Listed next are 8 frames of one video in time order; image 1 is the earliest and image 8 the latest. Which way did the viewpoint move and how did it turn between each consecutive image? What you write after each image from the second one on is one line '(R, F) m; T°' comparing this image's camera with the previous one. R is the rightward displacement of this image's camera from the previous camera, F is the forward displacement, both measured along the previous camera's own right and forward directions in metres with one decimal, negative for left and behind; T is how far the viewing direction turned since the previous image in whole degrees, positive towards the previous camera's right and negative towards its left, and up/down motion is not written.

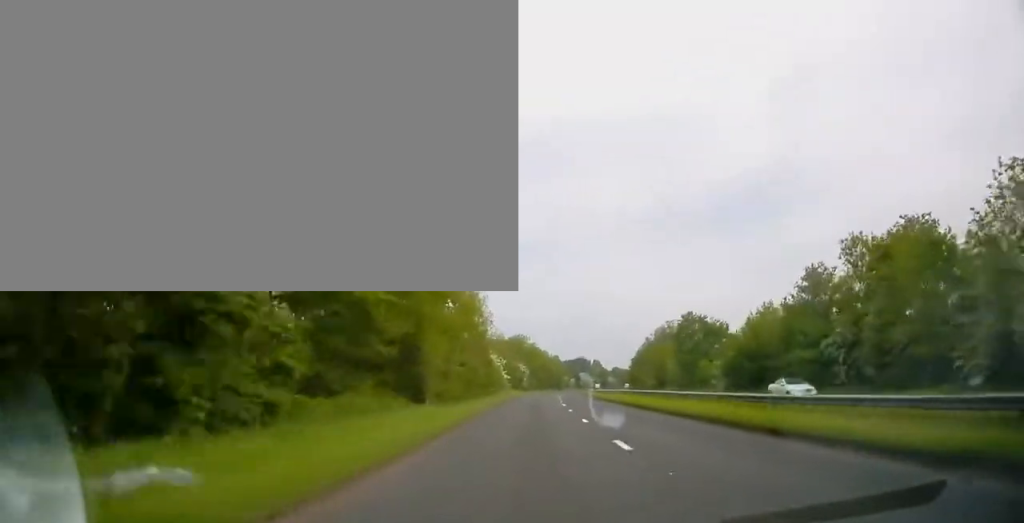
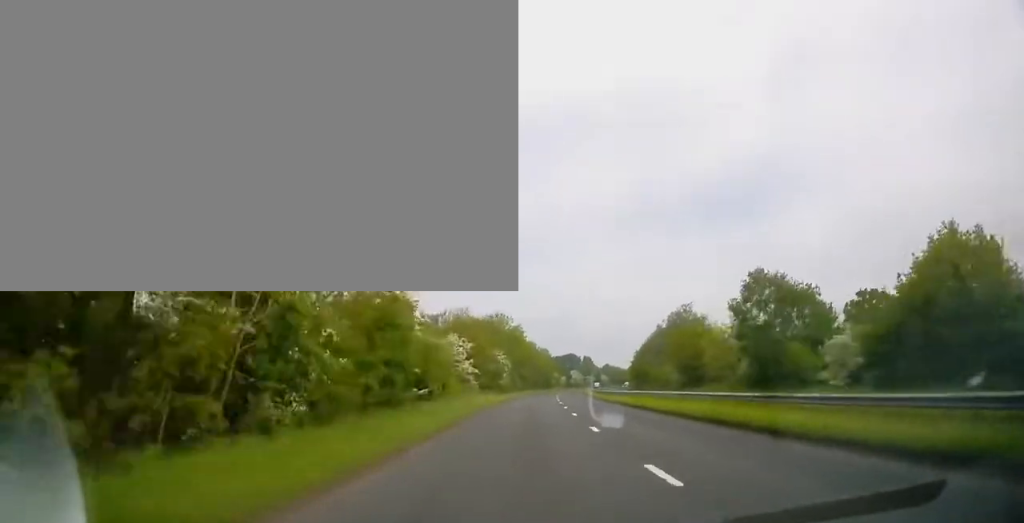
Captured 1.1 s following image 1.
(+0.5, +30.7) m; +2°
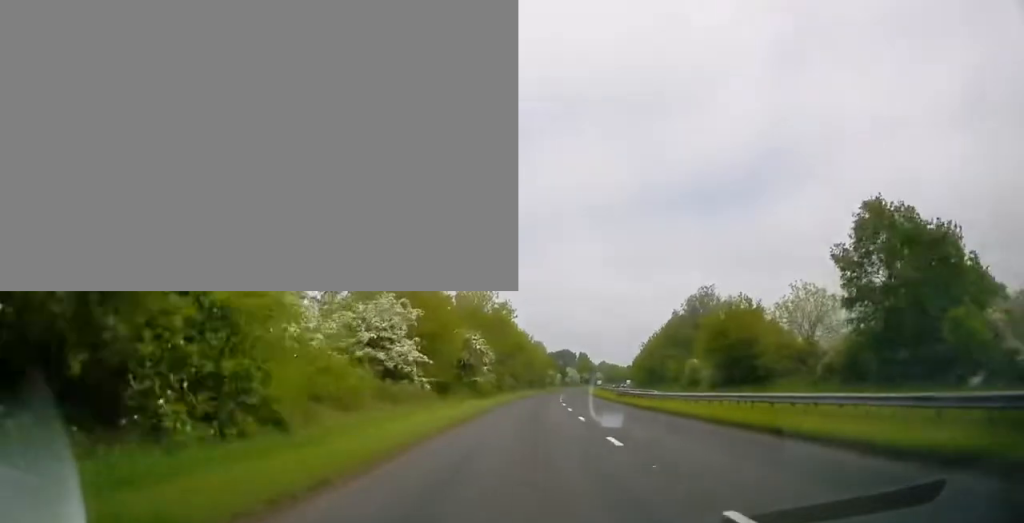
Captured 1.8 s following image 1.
(+0.3, +21.2) m; +1°
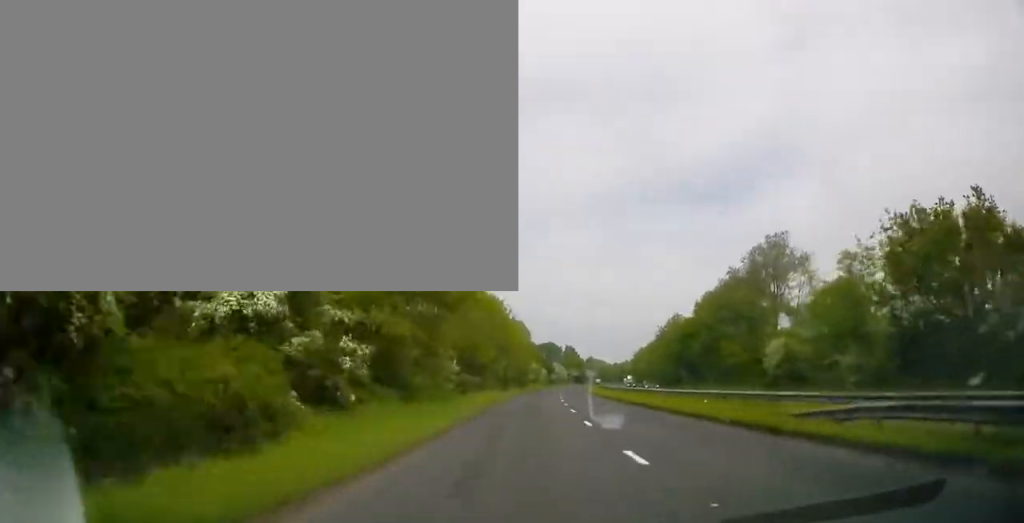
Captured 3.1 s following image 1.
(+0.7, +38.7) m; +2°
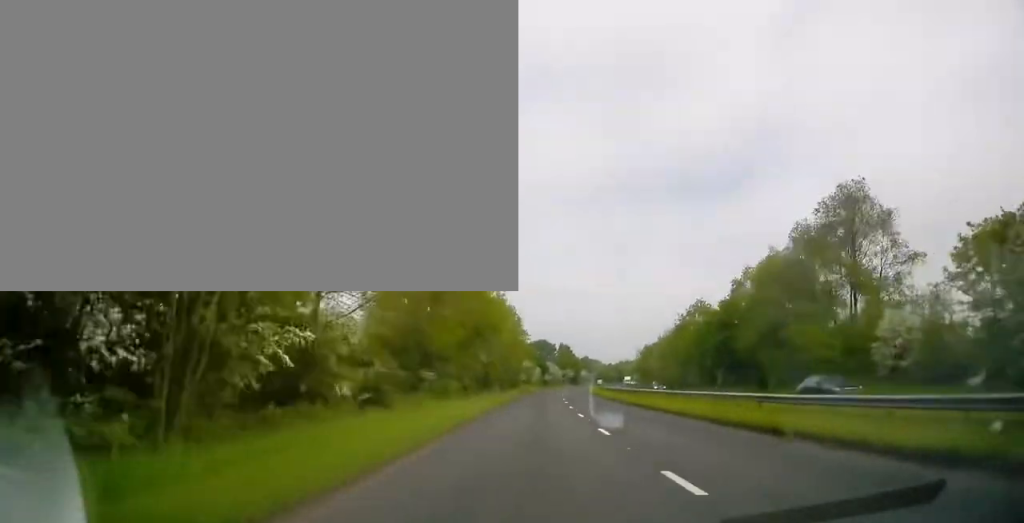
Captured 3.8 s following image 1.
(+0.2, +20.3) m; +1°
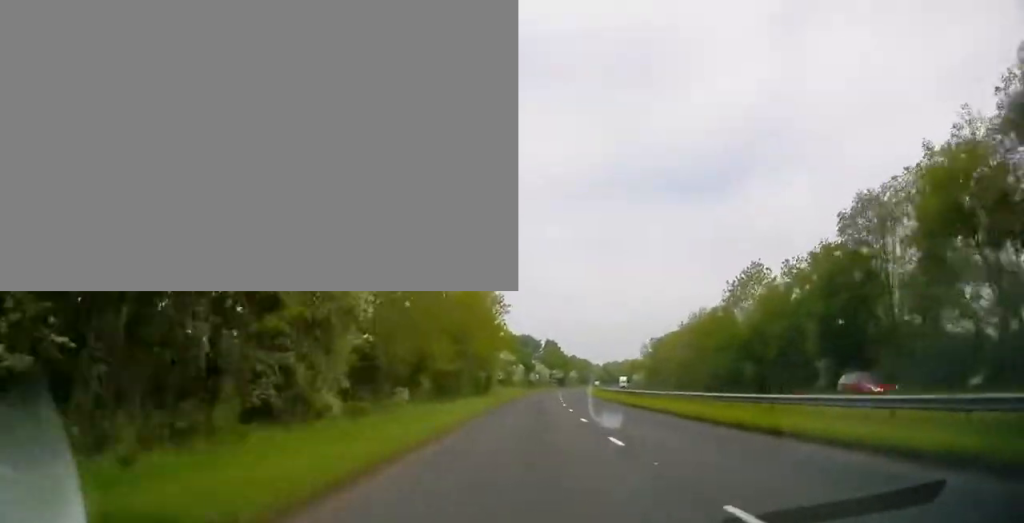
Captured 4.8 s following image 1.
(+0.1, +28.1) m; +1°
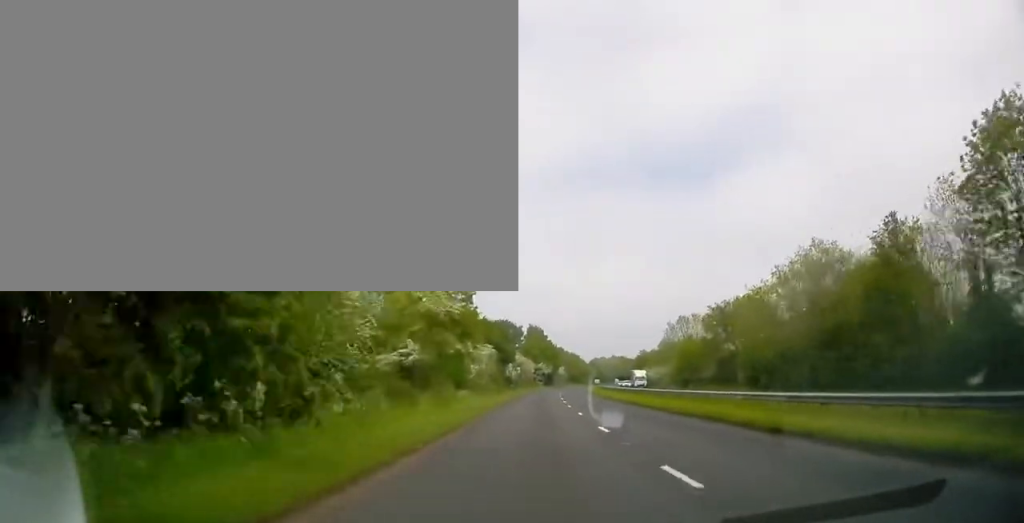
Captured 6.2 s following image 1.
(+0.9, +41.7) m; +6°
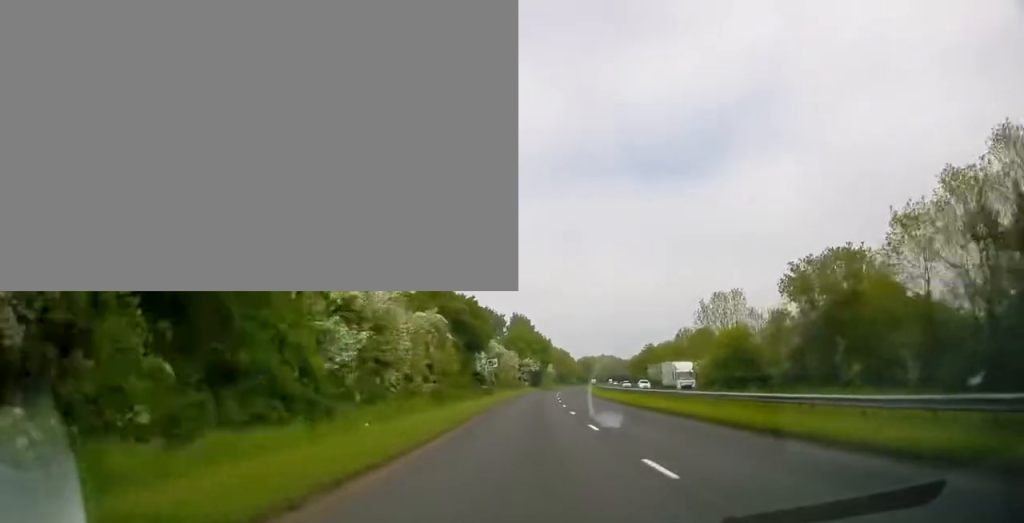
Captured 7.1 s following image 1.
(+1.6, +25.1) m; +1°
